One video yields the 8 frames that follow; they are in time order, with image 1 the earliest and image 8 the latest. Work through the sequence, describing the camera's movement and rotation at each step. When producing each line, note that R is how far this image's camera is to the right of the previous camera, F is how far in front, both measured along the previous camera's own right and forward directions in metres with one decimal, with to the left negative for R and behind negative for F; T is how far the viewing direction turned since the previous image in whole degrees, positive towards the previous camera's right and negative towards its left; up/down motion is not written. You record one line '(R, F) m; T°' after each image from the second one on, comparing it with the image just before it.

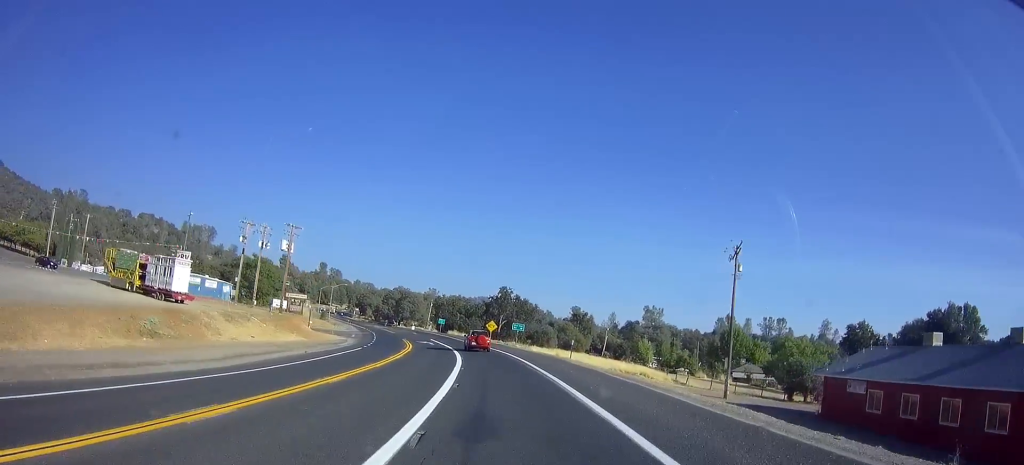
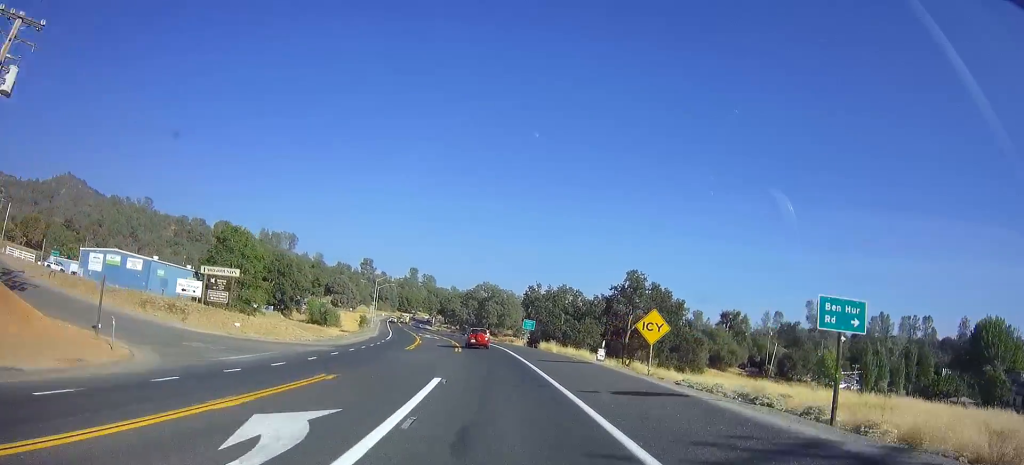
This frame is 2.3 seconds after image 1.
(-5.7, +50.3) m; -12°
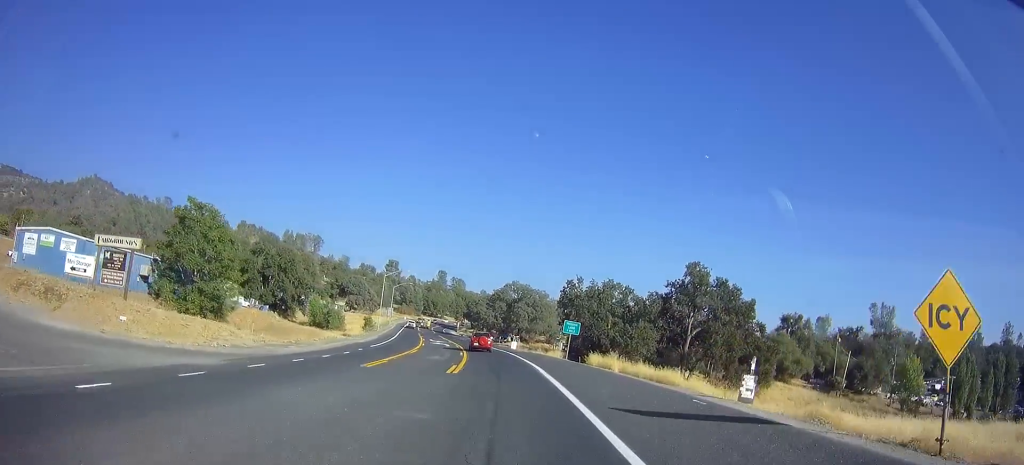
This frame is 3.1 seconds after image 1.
(-0.4, +16.8) m; -2°
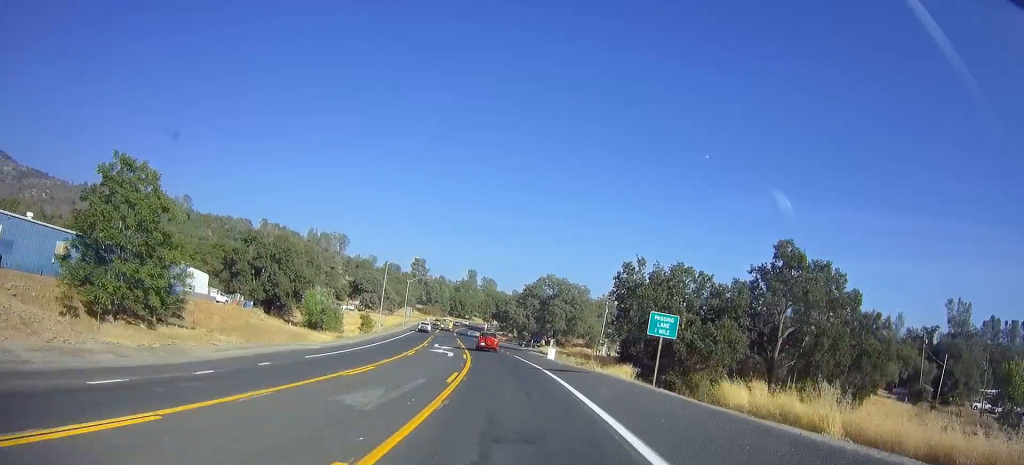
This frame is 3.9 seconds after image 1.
(-0.3, +18.5) m; -2°
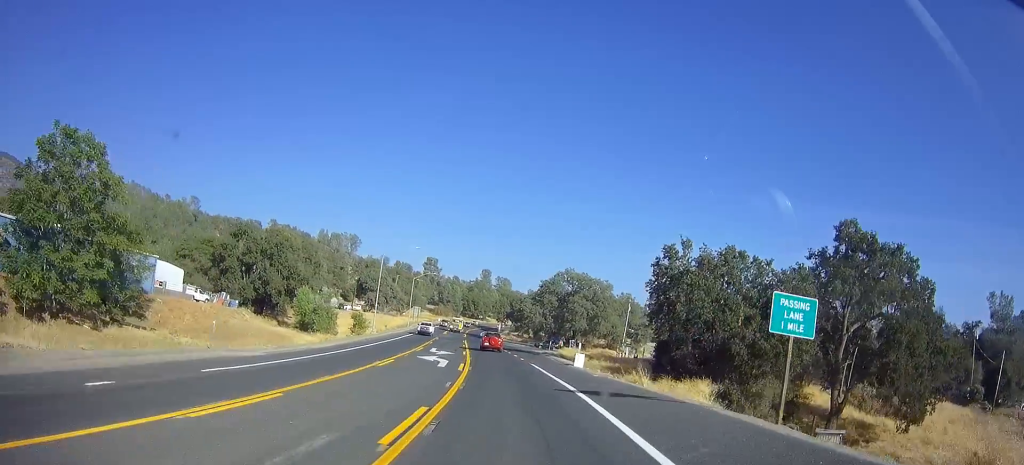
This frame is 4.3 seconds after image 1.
(0.0, +9.7) m; -2°
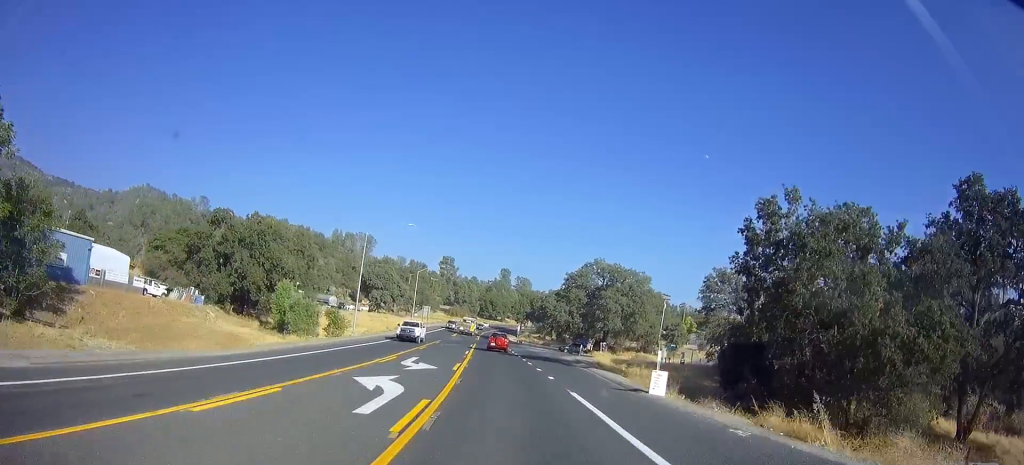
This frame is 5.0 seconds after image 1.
(-0.3, +14.4) m; -3°
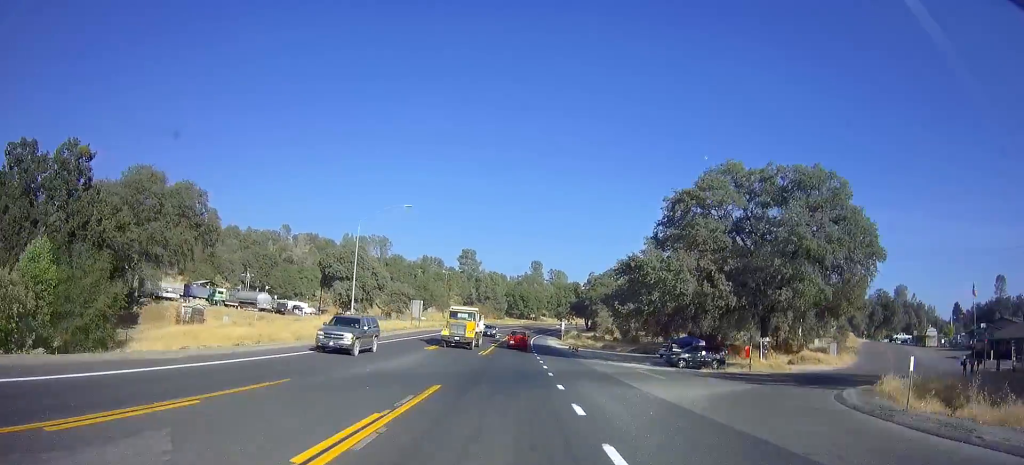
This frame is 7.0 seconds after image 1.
(-2.5, +46.7) m; -4°
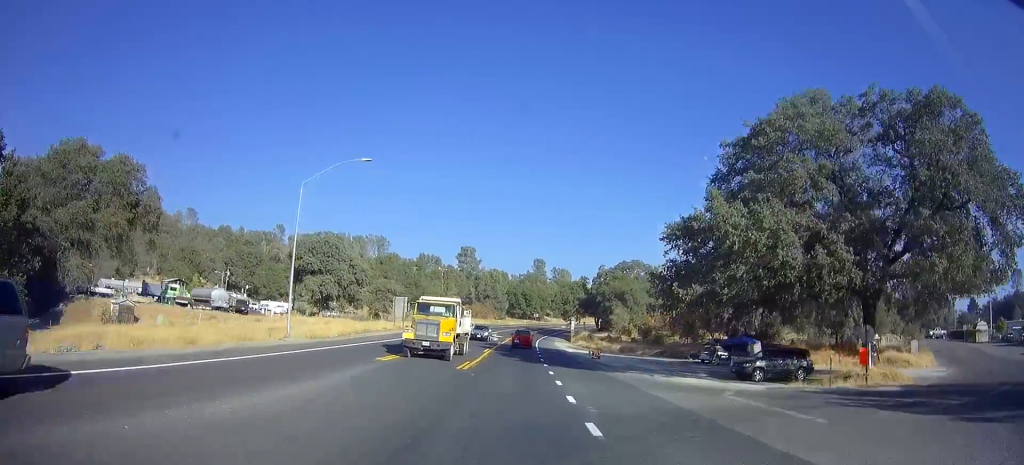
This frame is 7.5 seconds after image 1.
(-0.1, +12.6) m; 0°
